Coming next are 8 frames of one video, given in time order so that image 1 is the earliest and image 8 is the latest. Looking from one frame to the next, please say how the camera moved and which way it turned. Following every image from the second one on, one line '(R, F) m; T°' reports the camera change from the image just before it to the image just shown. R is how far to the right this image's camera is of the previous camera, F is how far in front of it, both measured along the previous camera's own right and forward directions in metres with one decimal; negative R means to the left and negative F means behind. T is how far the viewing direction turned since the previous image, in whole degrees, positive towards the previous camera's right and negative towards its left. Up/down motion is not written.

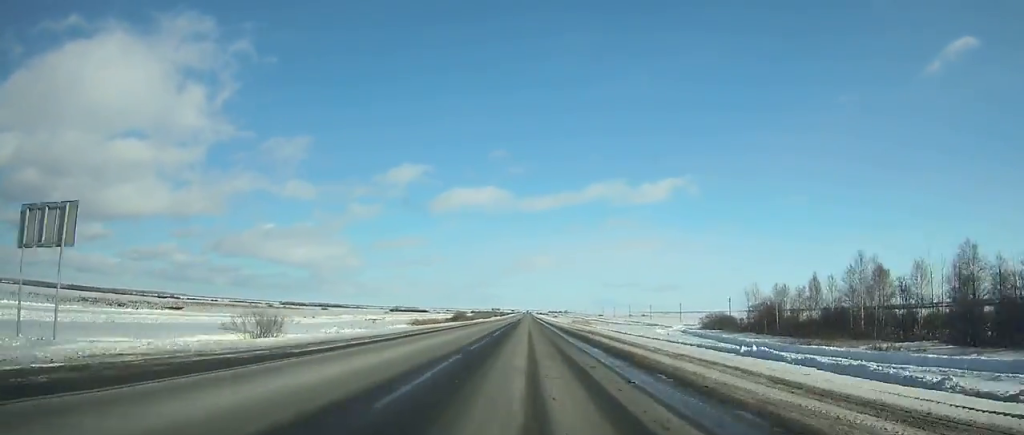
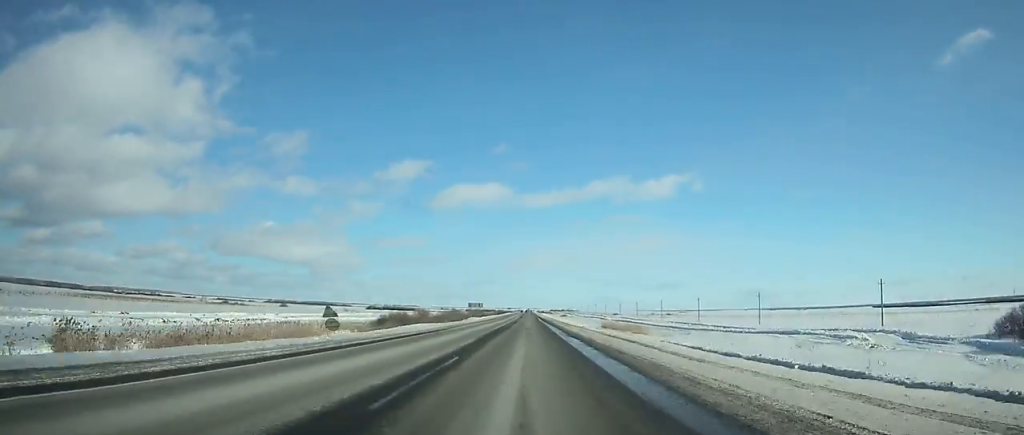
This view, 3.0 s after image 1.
(+0.1, +83.7) m; 0°
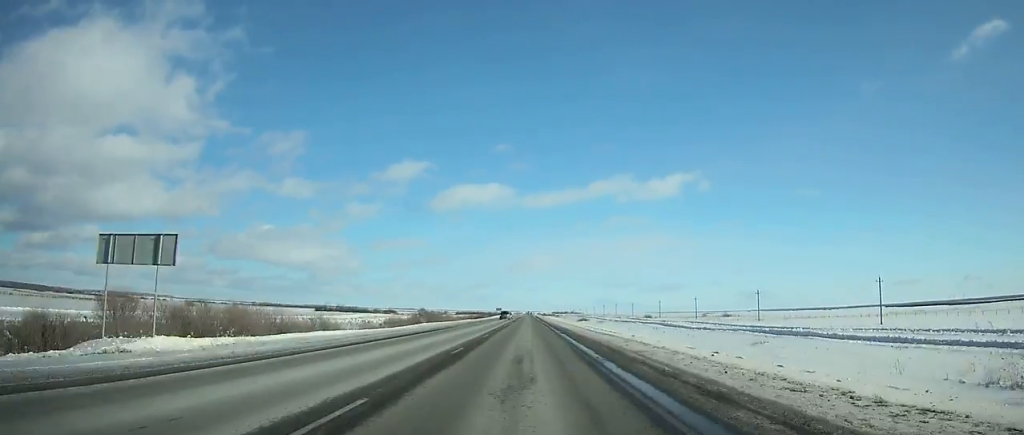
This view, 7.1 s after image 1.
(0.0, +115.6) m; 0°
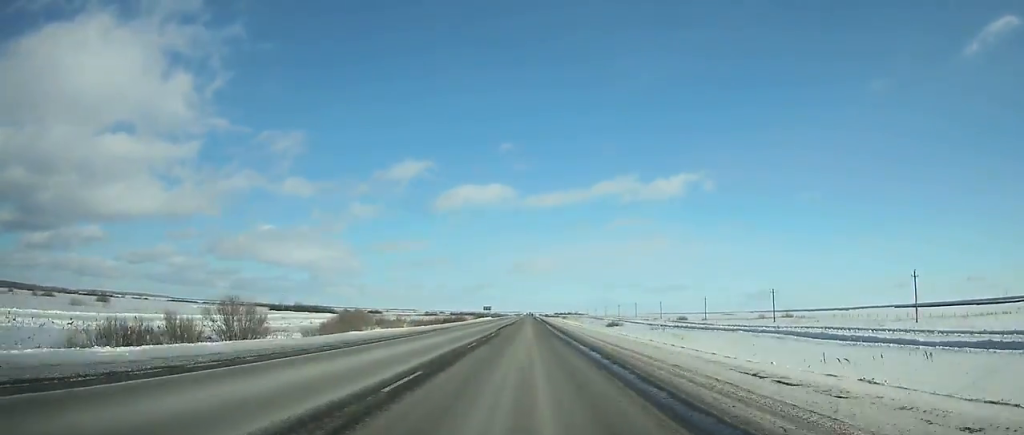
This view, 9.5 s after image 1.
(0.0, +68.4) m; 0°
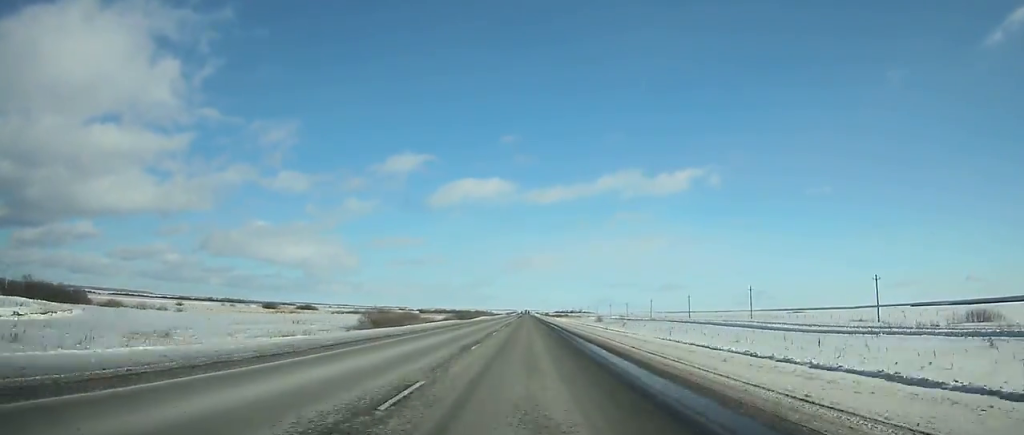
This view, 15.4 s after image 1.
(0.0, +170.7) m; 0°
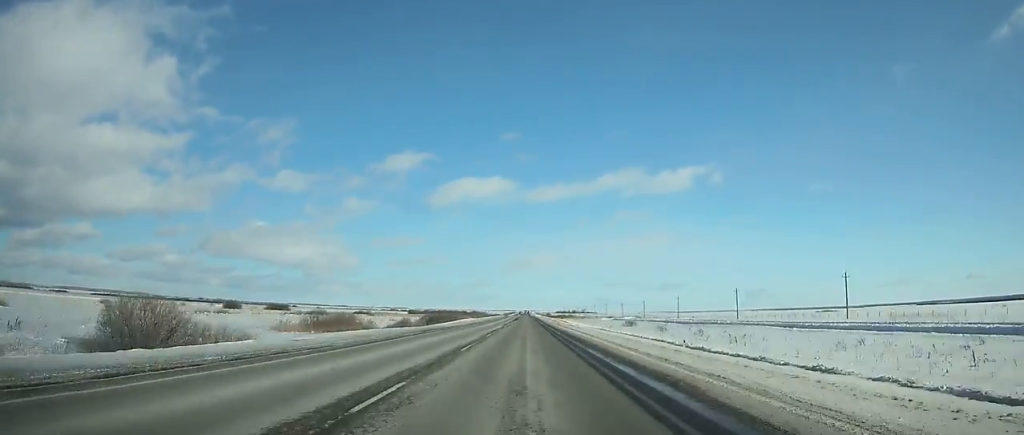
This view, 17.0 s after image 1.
(+0.1, +47.1) m; 0°
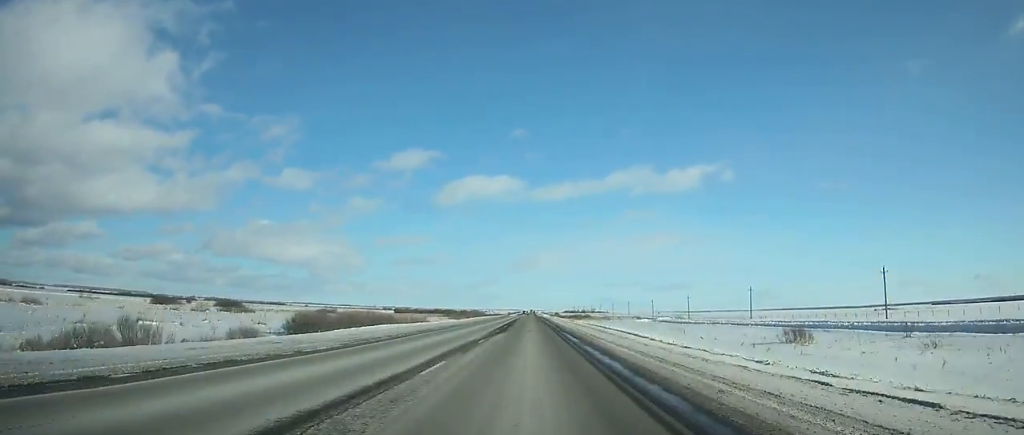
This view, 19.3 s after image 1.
(0.0, +68.4) m; 0°
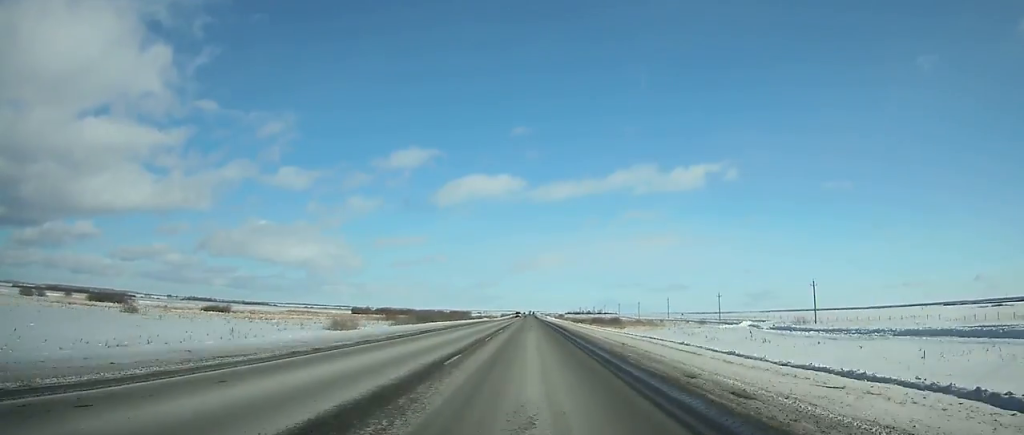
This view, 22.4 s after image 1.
(-0.1, +93.2) m; 0°
